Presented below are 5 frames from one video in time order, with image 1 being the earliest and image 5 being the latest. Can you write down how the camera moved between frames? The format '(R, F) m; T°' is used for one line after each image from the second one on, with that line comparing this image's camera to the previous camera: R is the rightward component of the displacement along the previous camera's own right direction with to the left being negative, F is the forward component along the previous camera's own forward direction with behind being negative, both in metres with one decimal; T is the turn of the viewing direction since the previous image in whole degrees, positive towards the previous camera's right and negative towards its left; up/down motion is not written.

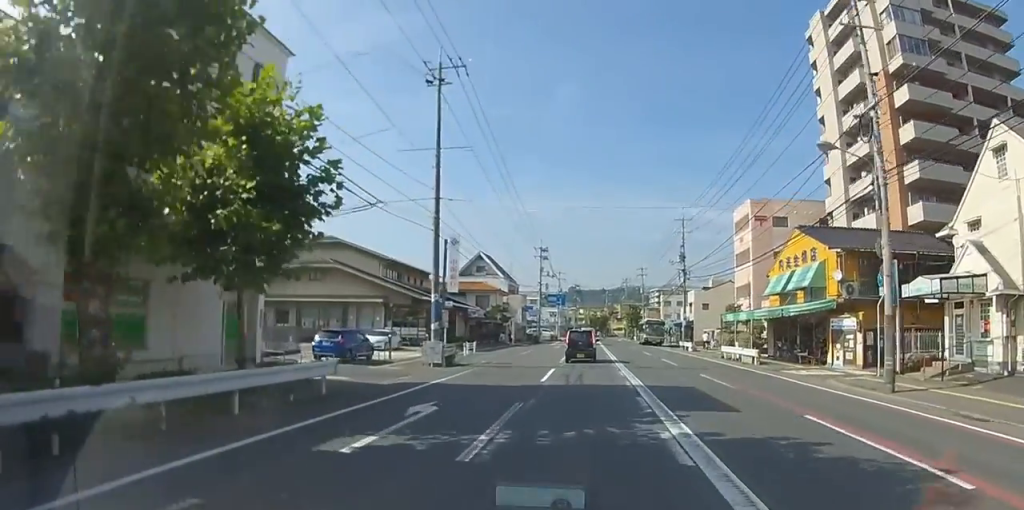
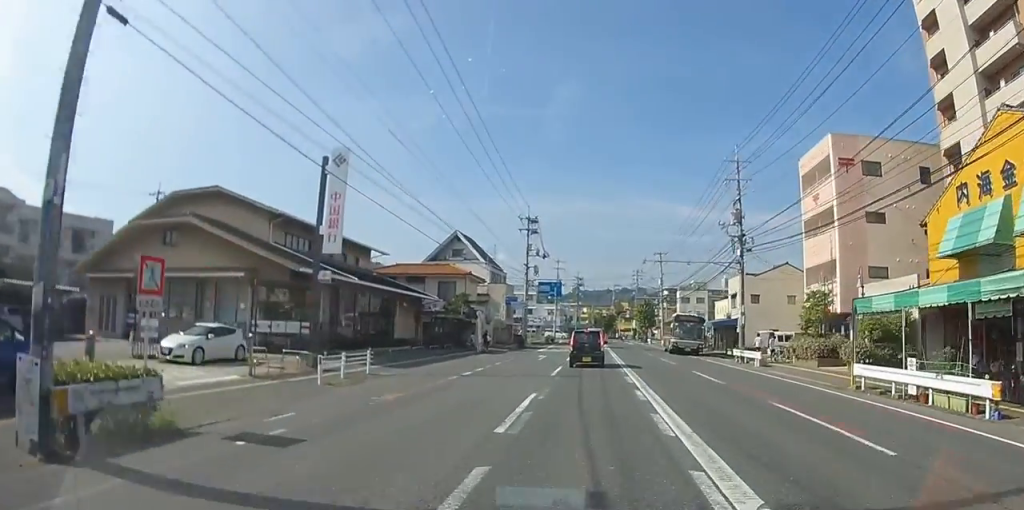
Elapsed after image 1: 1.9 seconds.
(-0.1, +19.7) m; 0°
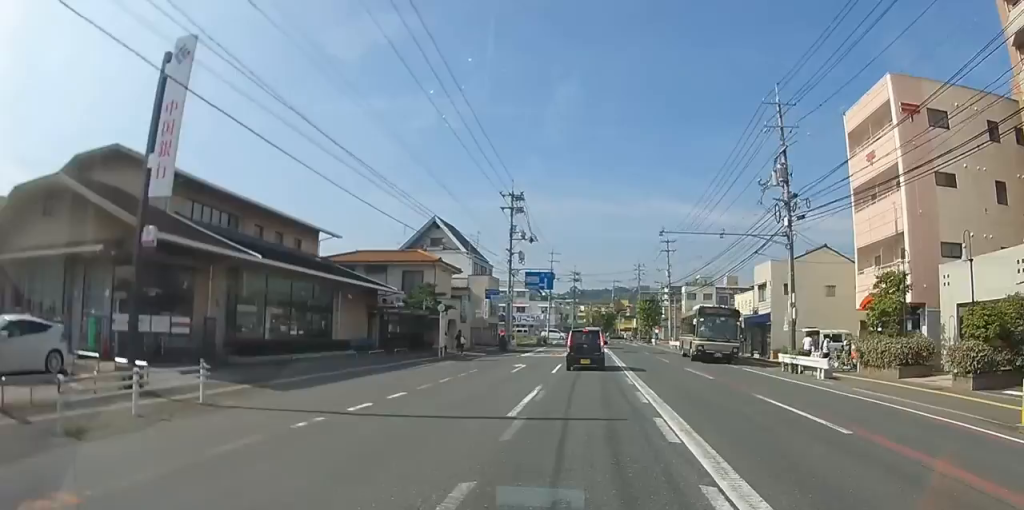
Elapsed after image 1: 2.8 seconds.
(+0.1, +8.6) m; +1°
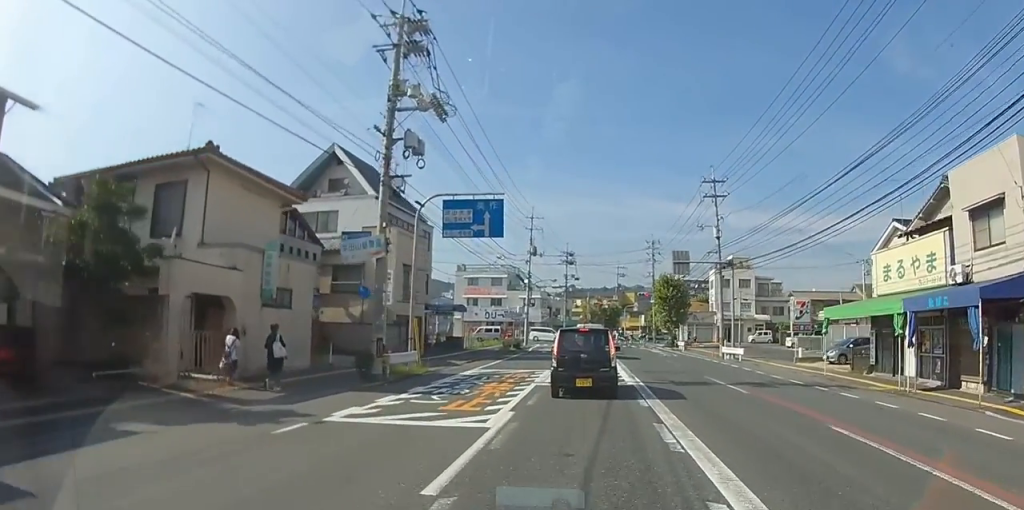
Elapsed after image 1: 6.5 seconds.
(+0.1, +26.8) m; 0°
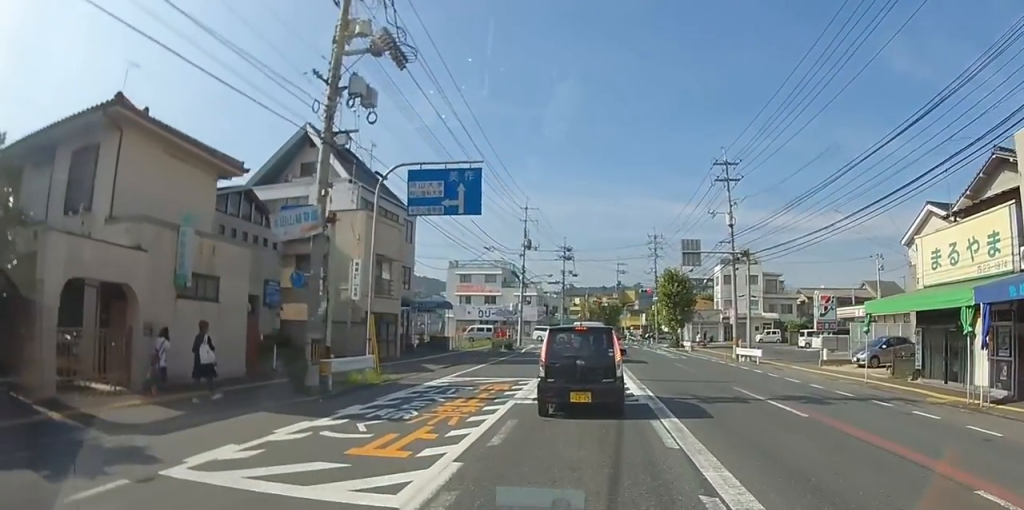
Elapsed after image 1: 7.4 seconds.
(0.0, +4.6) m; -1°
